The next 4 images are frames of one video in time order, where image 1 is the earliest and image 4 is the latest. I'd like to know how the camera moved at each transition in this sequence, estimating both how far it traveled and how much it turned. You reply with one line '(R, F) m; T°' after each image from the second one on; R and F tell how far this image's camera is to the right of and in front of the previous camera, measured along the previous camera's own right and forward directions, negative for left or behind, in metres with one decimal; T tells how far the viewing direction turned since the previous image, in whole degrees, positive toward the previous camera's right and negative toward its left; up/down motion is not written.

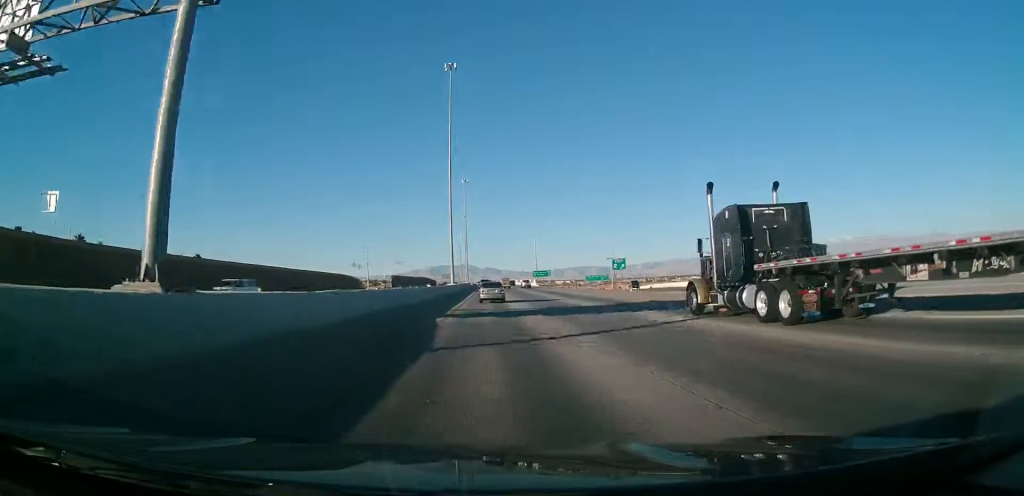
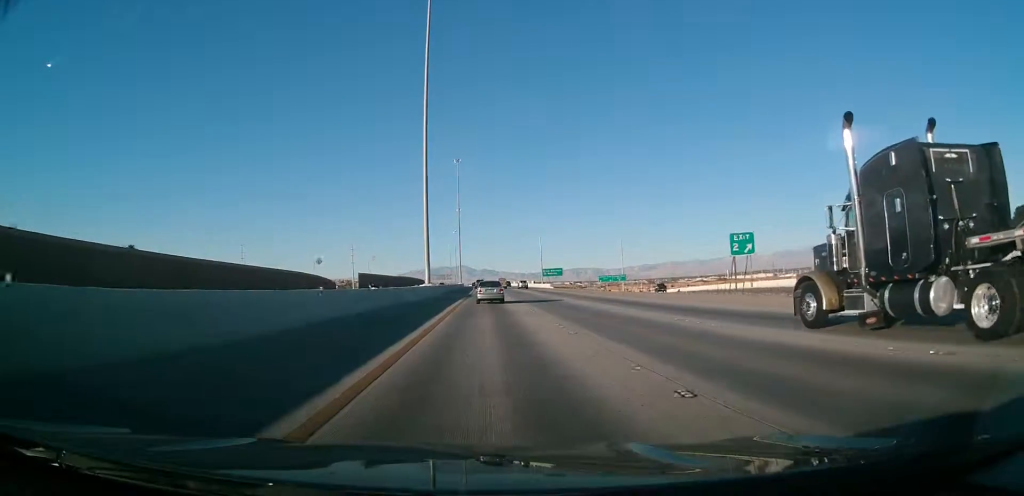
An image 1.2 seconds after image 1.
(-0.6, +39.9) m; 0°
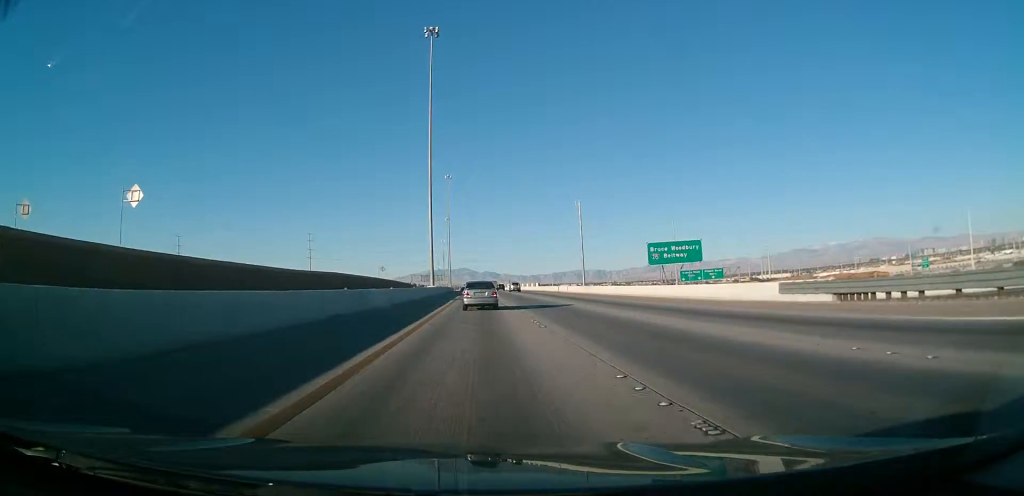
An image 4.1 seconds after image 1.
(+1.7, +101.5) m; +1°
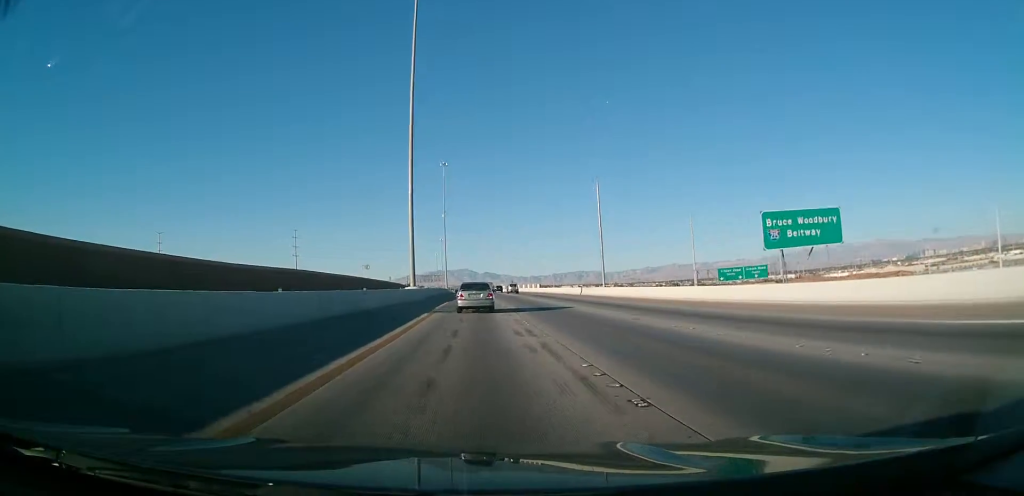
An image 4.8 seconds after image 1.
(0.0, +23.8) m; 0°
